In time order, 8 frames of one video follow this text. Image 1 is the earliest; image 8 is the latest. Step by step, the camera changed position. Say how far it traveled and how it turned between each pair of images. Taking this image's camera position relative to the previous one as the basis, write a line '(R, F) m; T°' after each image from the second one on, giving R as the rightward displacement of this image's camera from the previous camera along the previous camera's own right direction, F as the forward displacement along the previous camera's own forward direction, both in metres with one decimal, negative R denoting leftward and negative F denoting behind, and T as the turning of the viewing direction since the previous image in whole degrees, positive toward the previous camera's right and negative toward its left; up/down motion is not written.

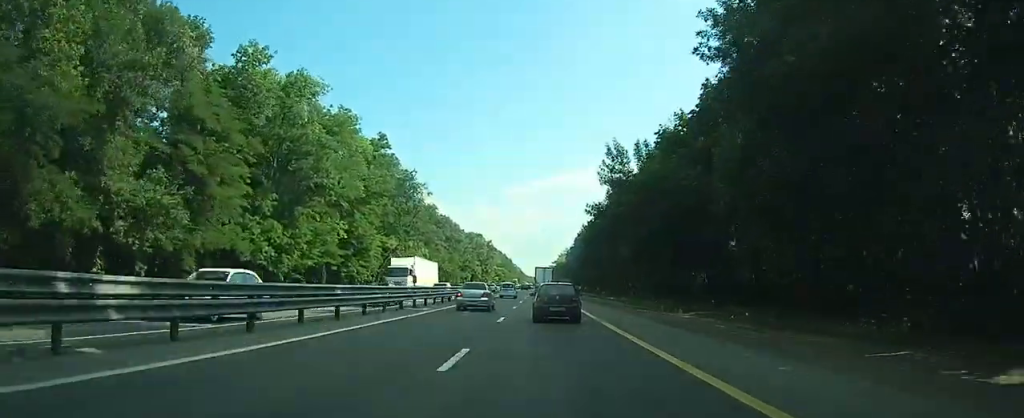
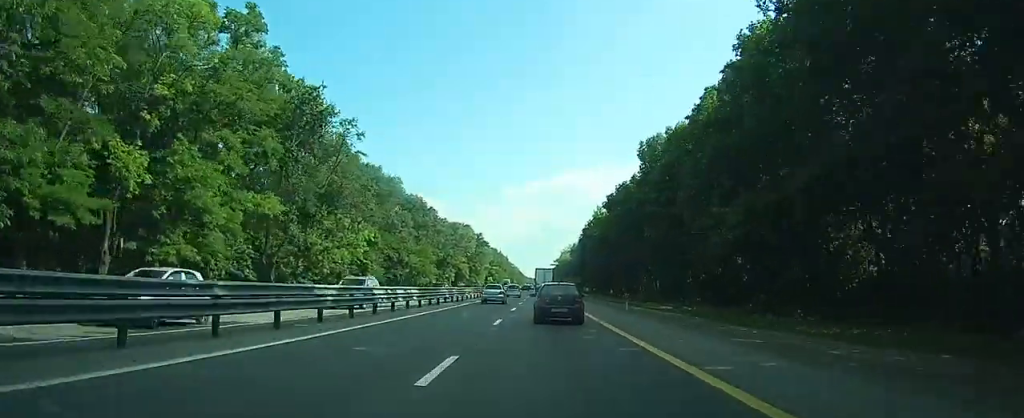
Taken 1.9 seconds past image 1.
(-0.1, +37.7) m; 0°
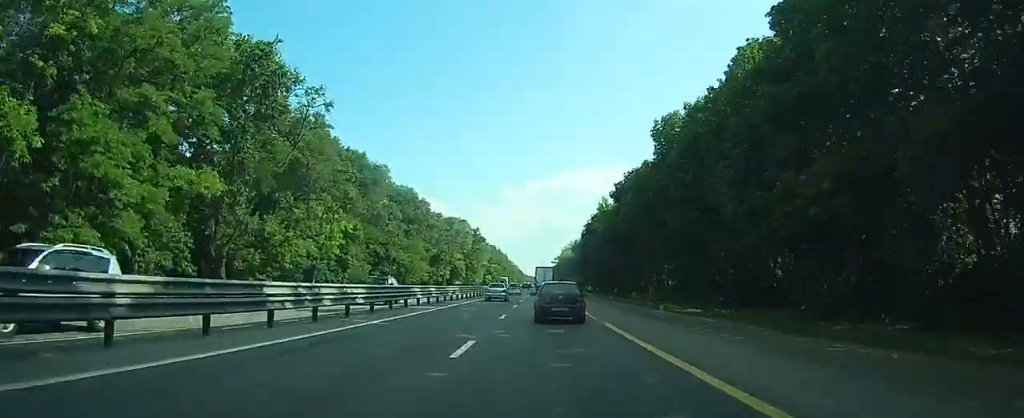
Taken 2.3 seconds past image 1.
(0.0, +9.3) m; 0°
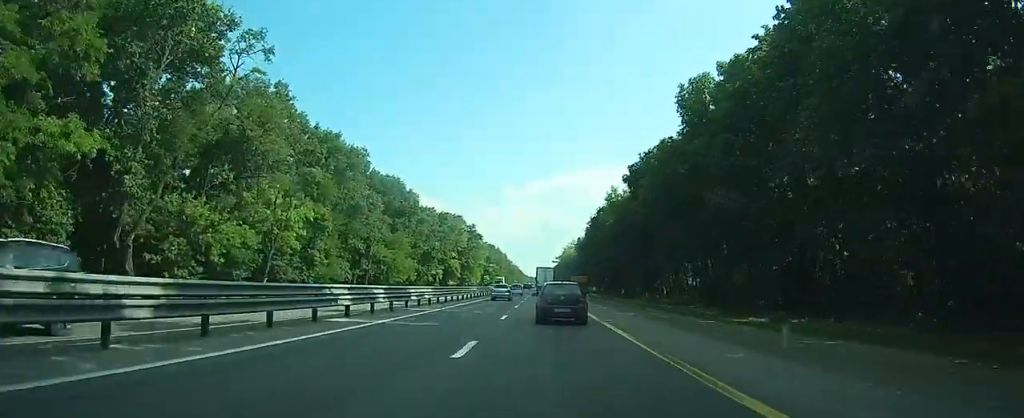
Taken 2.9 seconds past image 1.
(0.0, +11.9) m; 0°
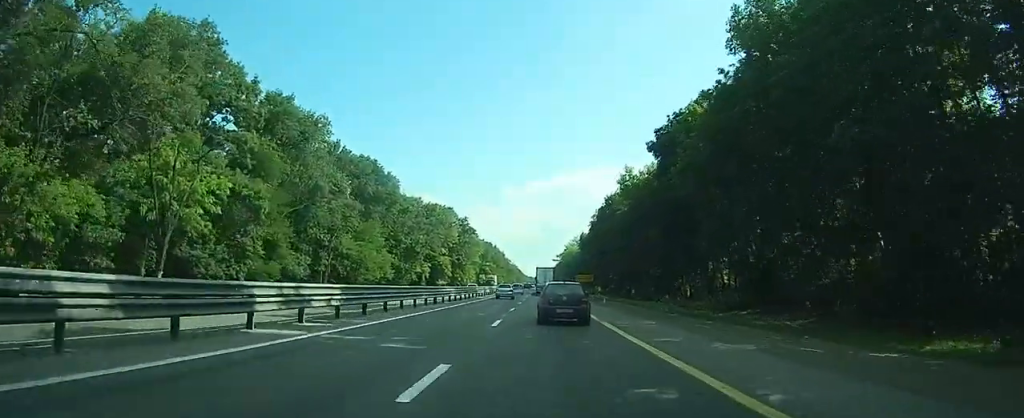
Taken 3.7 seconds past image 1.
(0.0, +16.0) m; 0°
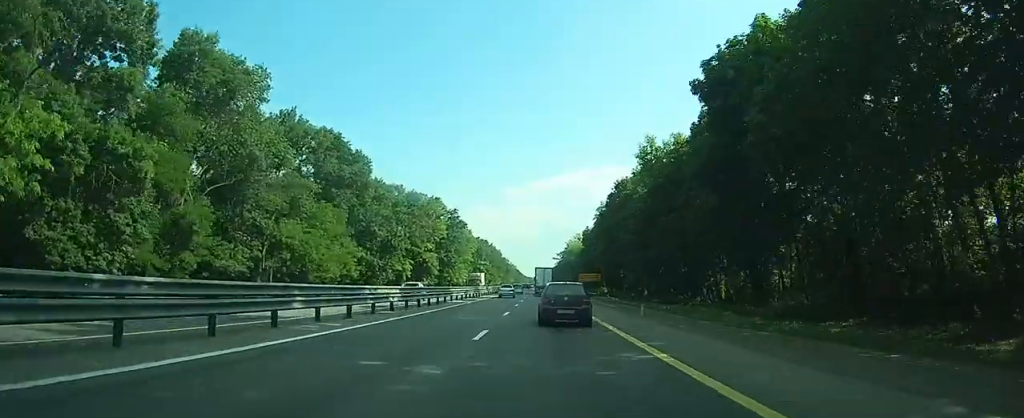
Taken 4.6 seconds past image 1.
(0.0, +16.7) m; 0°
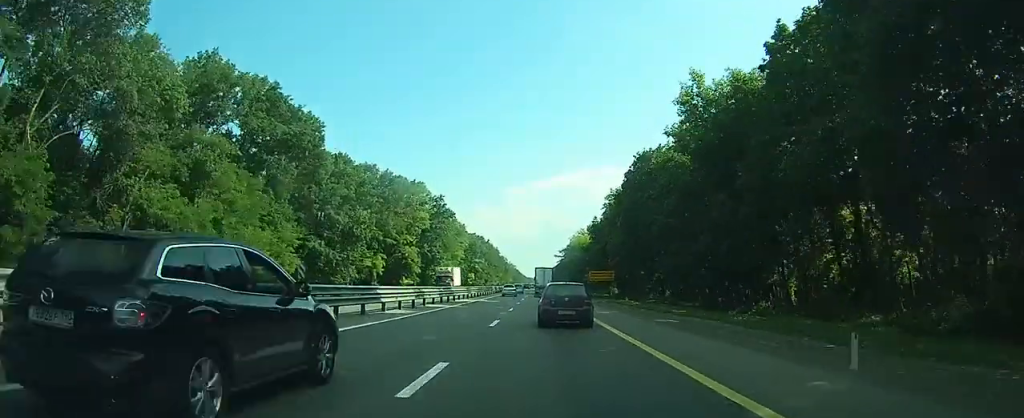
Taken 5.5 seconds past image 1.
(0.0, +19.4) m; 0°
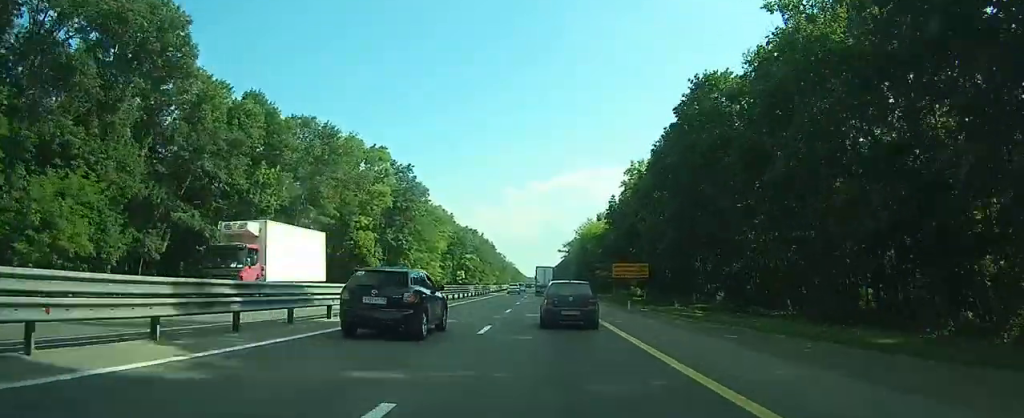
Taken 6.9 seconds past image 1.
(0.0, +27.5) m; 0°
